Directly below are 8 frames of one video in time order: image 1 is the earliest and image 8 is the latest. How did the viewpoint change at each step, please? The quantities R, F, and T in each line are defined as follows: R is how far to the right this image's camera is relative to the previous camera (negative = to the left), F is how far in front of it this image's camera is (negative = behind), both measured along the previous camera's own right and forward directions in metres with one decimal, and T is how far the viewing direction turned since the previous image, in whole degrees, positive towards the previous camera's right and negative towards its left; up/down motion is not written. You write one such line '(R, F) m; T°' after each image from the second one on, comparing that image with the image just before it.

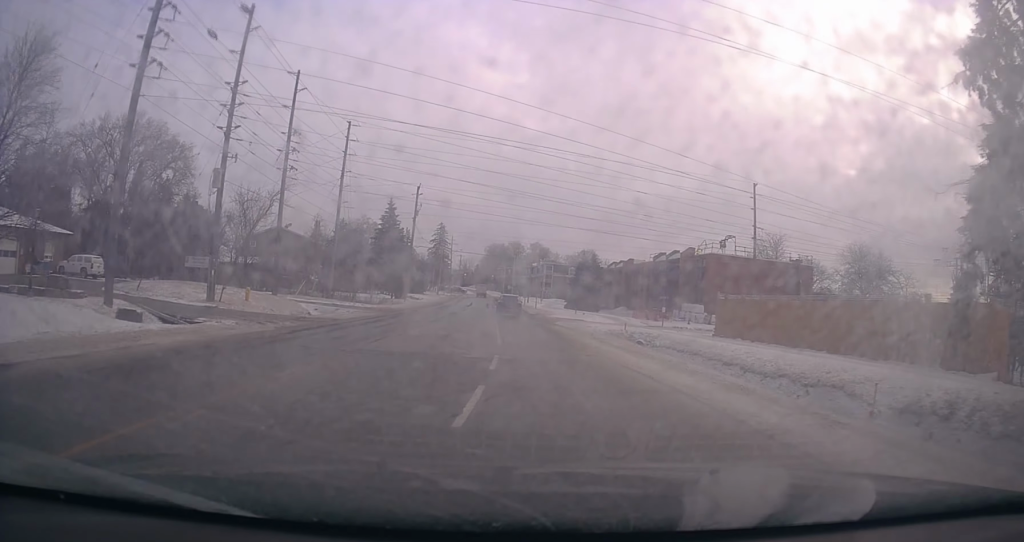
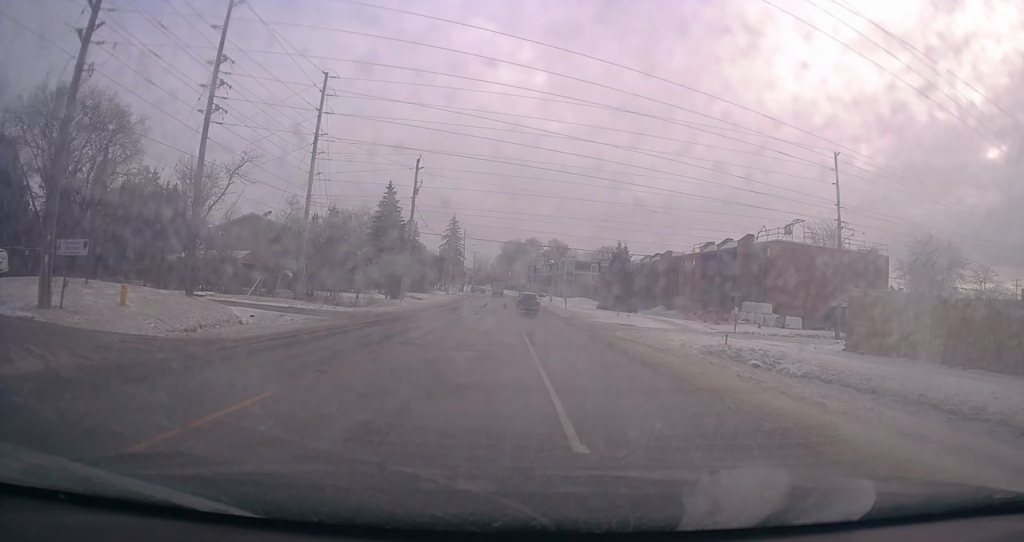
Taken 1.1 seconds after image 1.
(0.0, +14.6) m; -1°
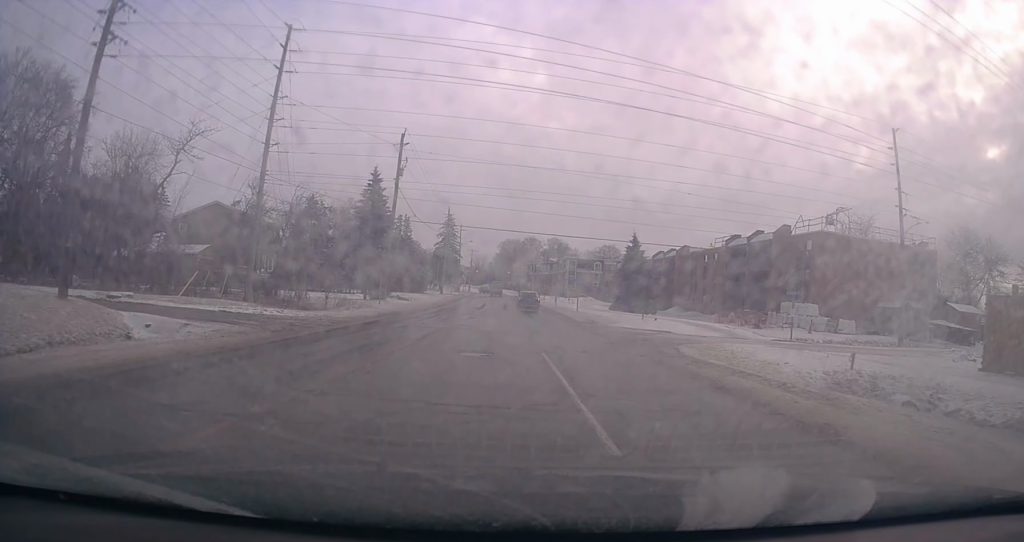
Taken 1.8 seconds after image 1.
(+0.1, +9.0) m; -1°
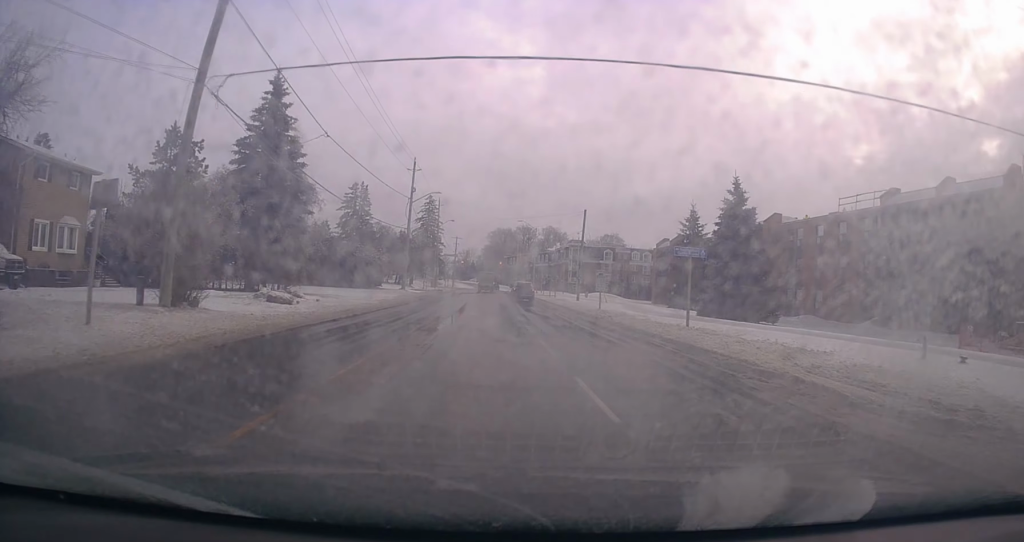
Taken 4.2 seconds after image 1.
(+0.2, +32.0) m; +2°
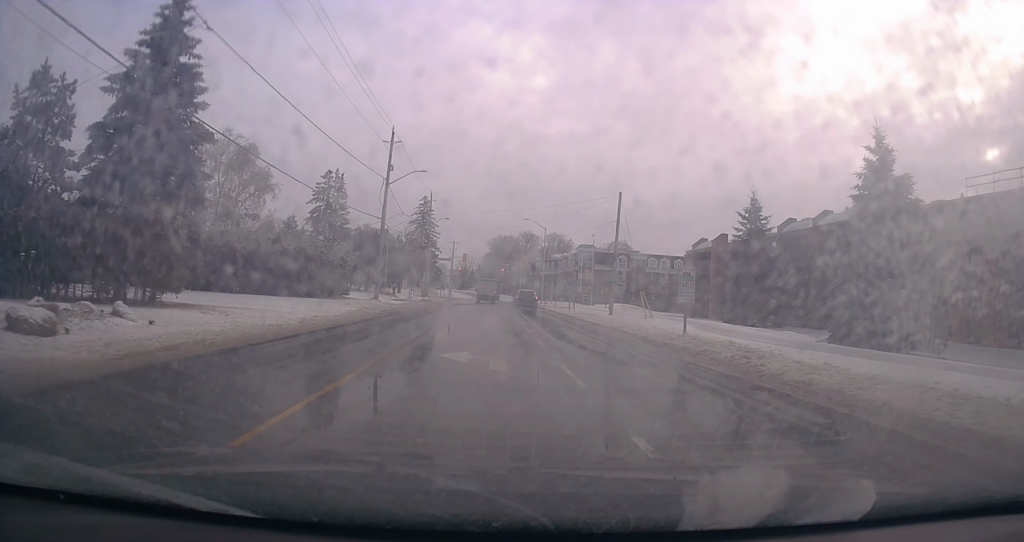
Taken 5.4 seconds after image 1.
(-0.1, +15.3) m; -2°
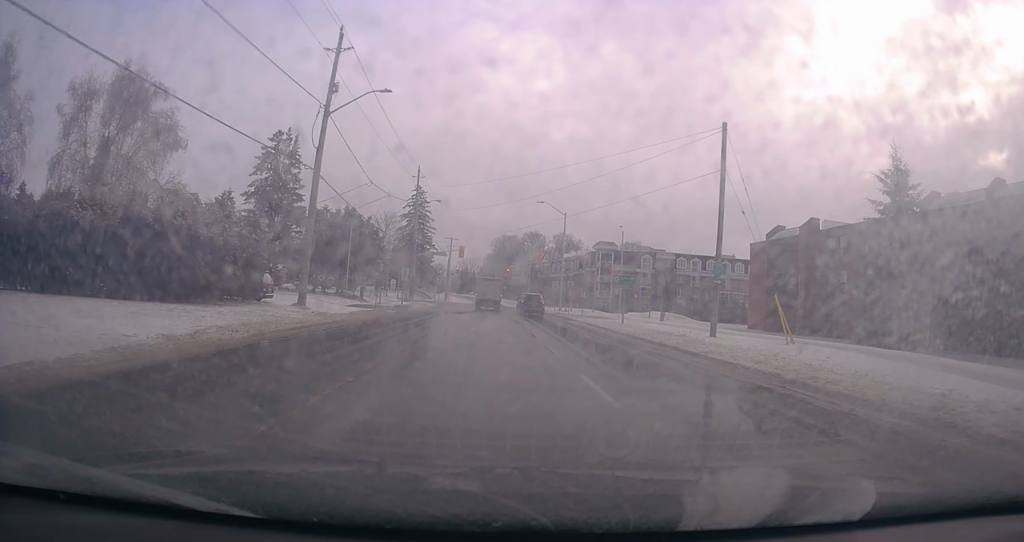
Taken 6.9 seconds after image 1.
(-0.6, +19.8) m; -1°
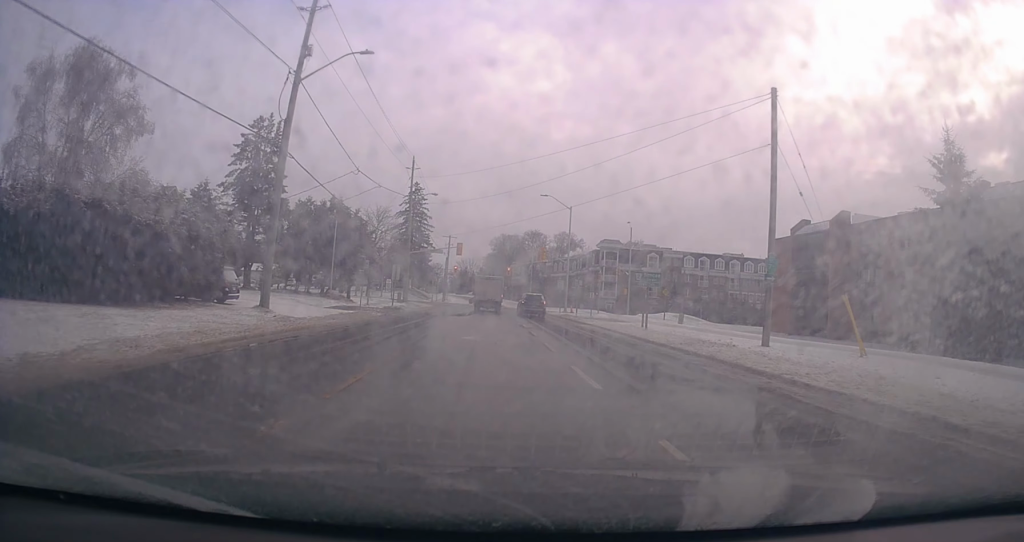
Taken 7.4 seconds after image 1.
(+0.2, +5.1) m; +1°
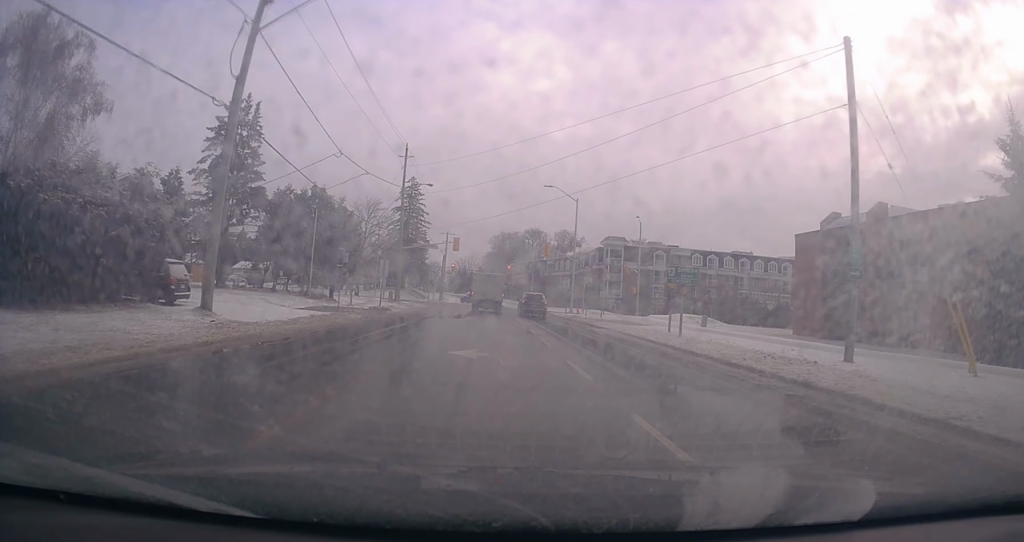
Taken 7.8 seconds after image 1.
(+0.1, +5.0) m; +1°
